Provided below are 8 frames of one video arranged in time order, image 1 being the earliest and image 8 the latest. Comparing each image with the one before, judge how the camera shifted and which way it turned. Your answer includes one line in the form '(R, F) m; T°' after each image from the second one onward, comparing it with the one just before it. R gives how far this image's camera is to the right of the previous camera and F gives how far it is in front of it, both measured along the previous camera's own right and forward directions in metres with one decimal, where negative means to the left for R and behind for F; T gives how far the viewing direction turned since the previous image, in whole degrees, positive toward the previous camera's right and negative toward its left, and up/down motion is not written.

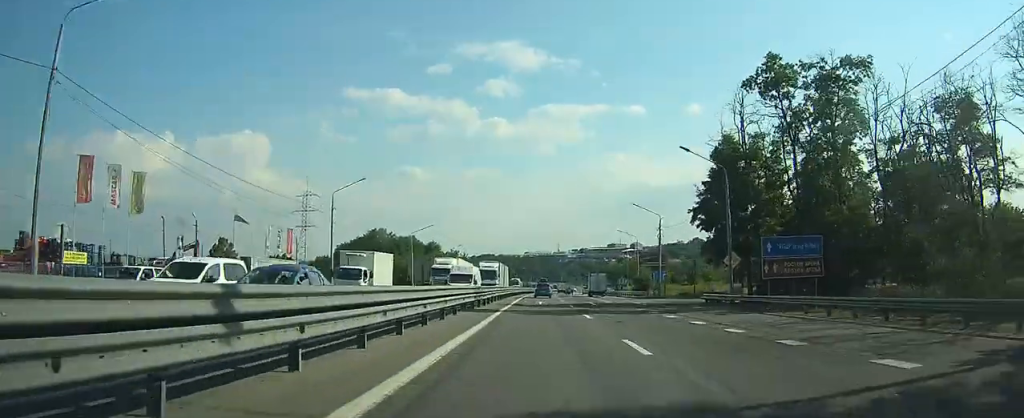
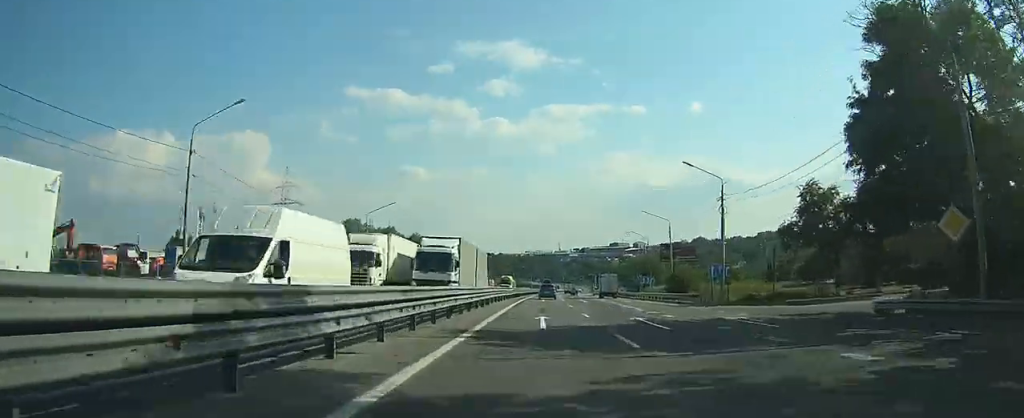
(-0.3, +23.4) m; -1°
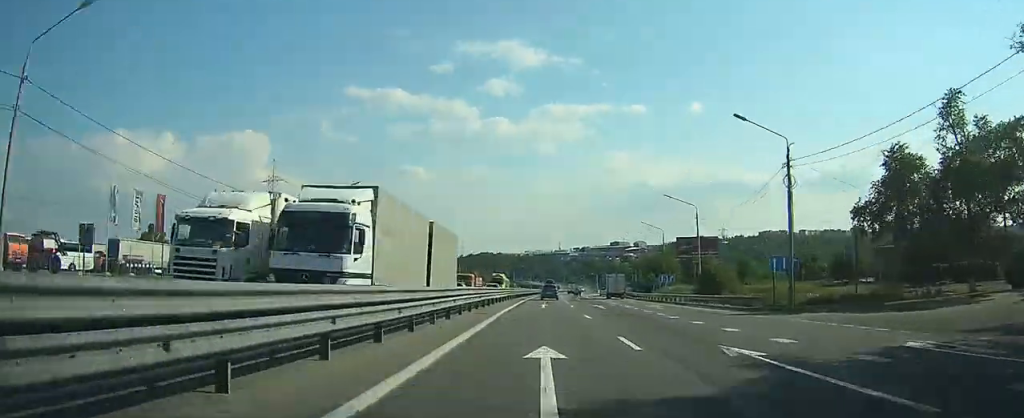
(0.0, +12.3) m; 0°
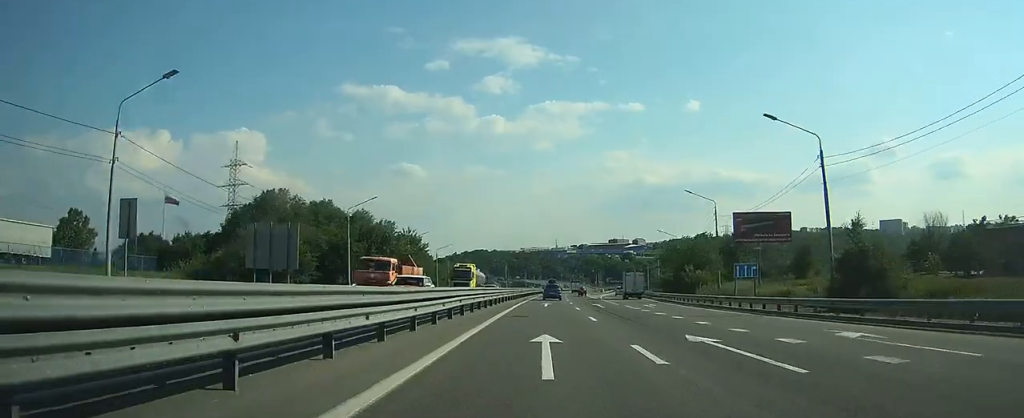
(+0.1, +26.7) m; 0°
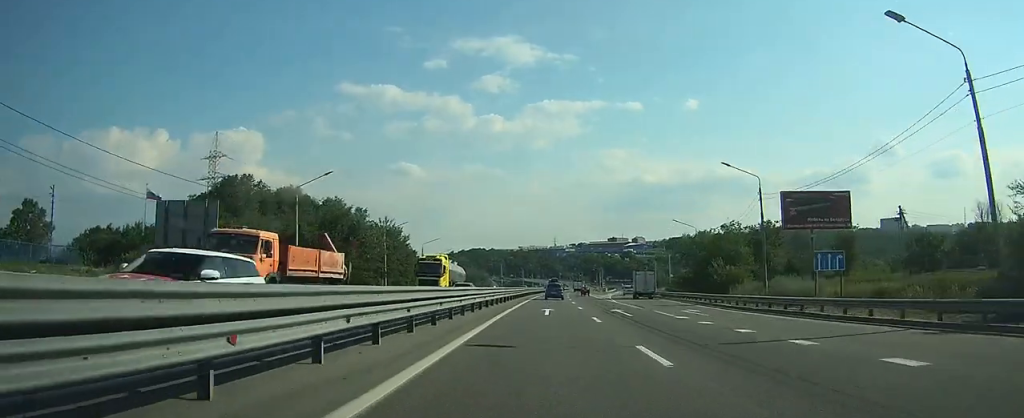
(0.0, +12.3) m; 0°
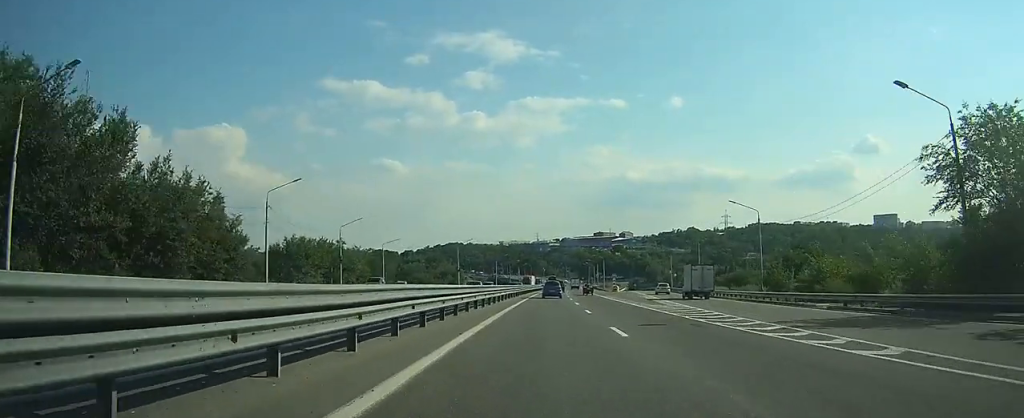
(+0.3, +54.2) m; +1°
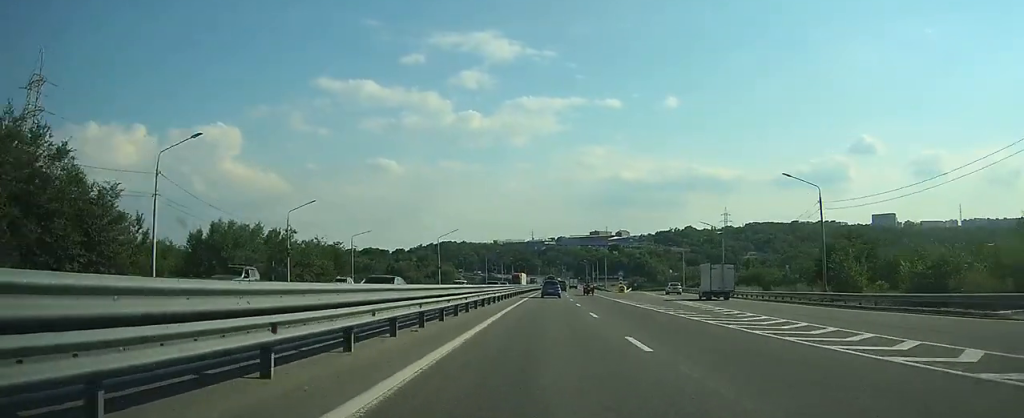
(+0.1, +14.9) m; +1°
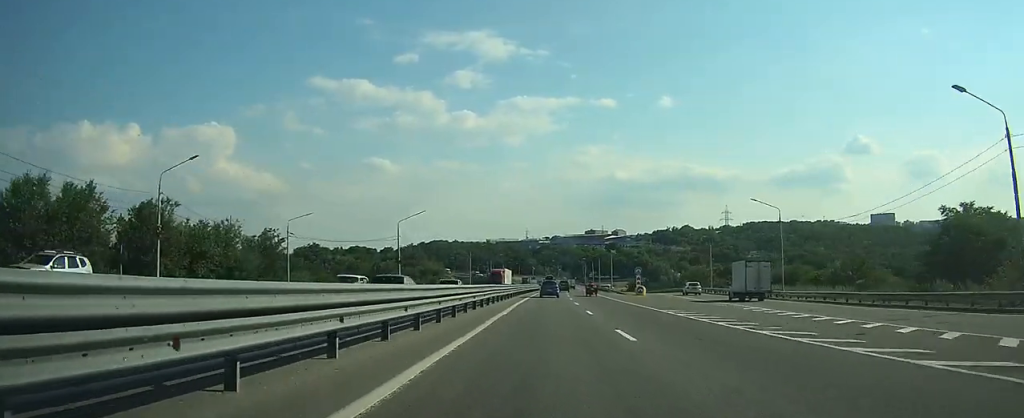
(+0.1, +21.7) m; +1°
